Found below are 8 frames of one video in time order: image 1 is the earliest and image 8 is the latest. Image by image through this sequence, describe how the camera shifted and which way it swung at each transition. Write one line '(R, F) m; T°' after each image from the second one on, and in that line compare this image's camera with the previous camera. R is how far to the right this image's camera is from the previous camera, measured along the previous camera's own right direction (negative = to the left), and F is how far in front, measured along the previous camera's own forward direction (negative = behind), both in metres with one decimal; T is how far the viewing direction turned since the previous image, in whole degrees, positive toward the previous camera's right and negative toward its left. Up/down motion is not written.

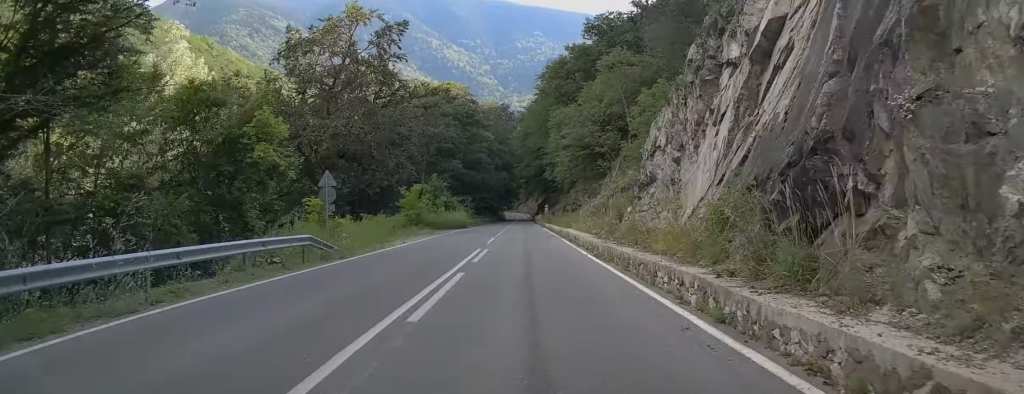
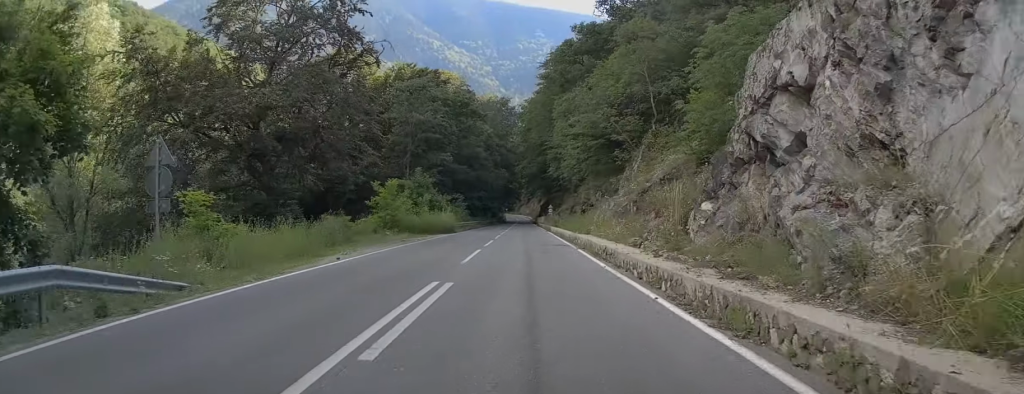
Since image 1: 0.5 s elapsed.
(0.0, +11.8) m; 0°
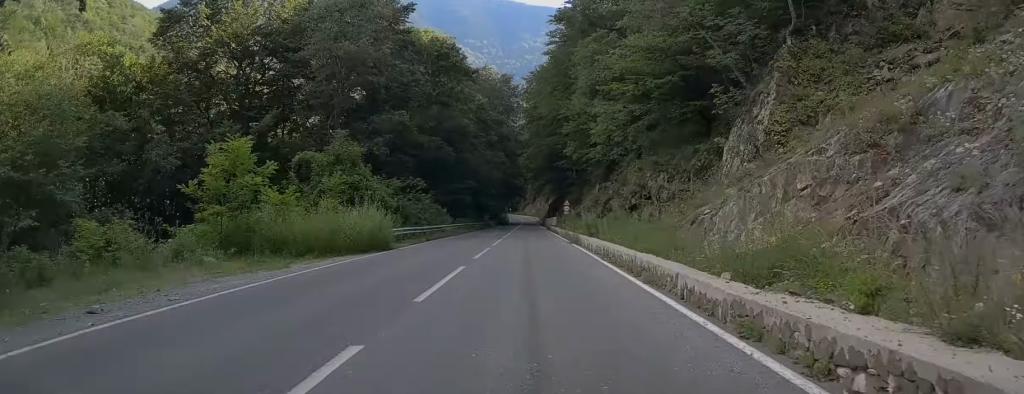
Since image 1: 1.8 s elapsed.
(+0.1, +28.0) m; -2°
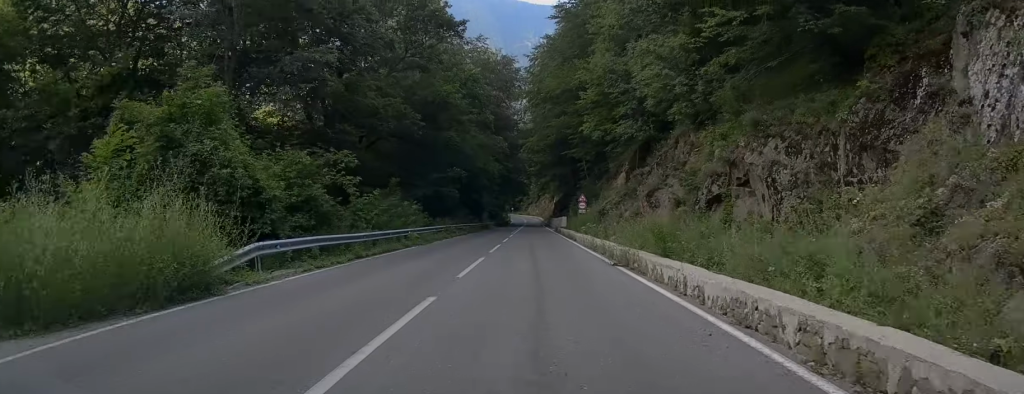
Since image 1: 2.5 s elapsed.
(-0.6, +15.9) m; -2°
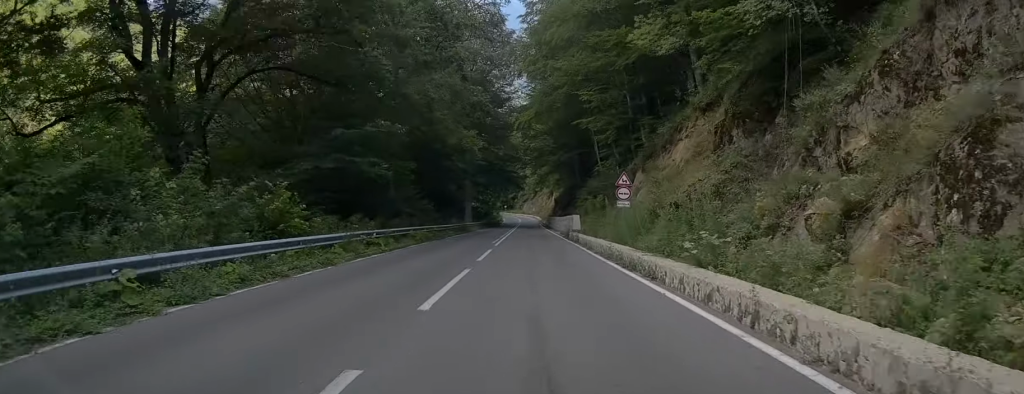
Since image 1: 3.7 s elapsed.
(-0.4, +24.2) m; -1°
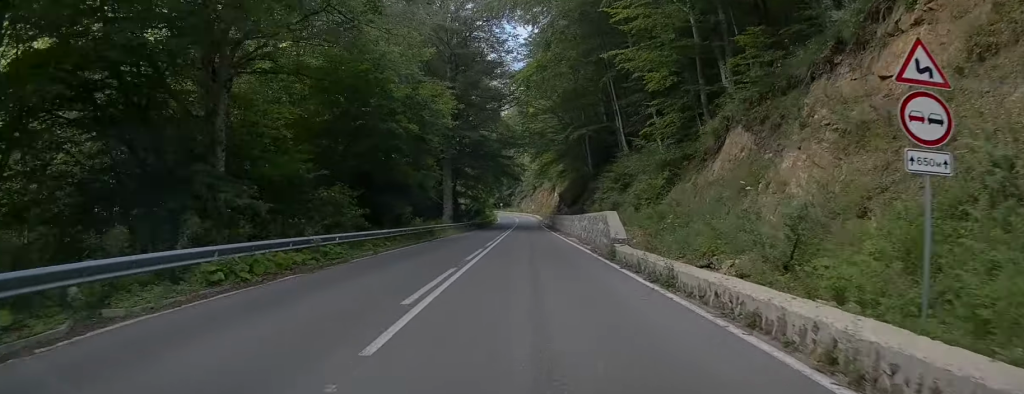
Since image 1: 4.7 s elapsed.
(0.0, +21.5) m; -1°
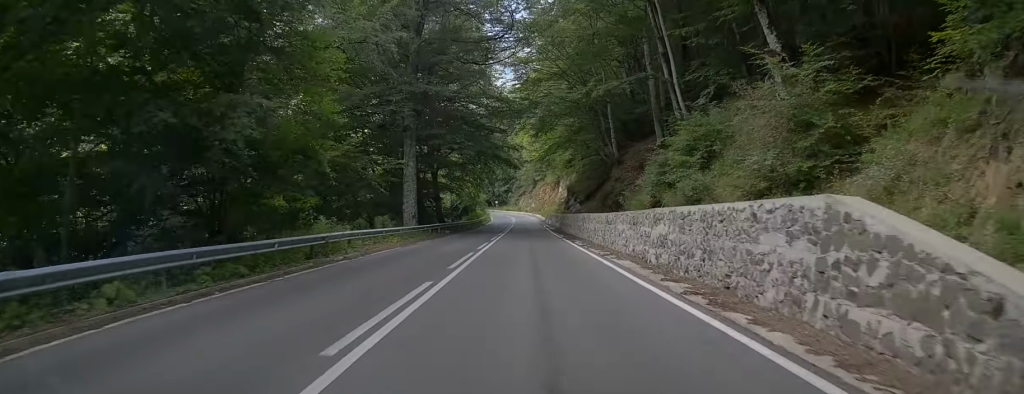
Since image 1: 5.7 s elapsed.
(-0.2, +21.2) m; -1°
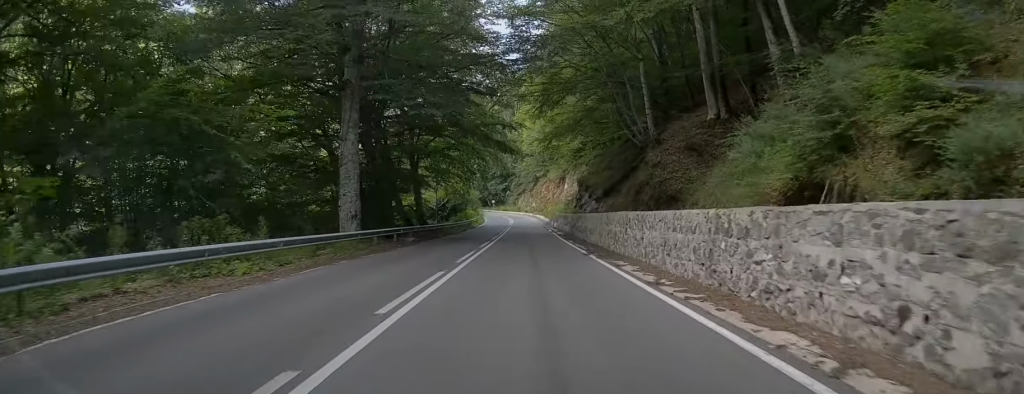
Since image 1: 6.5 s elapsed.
(0.0, +15.6) m; +1°
